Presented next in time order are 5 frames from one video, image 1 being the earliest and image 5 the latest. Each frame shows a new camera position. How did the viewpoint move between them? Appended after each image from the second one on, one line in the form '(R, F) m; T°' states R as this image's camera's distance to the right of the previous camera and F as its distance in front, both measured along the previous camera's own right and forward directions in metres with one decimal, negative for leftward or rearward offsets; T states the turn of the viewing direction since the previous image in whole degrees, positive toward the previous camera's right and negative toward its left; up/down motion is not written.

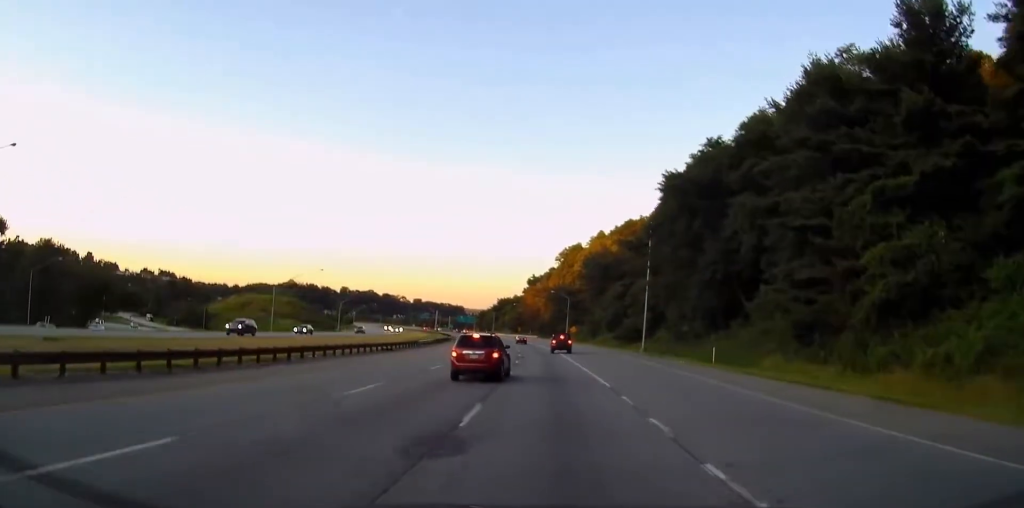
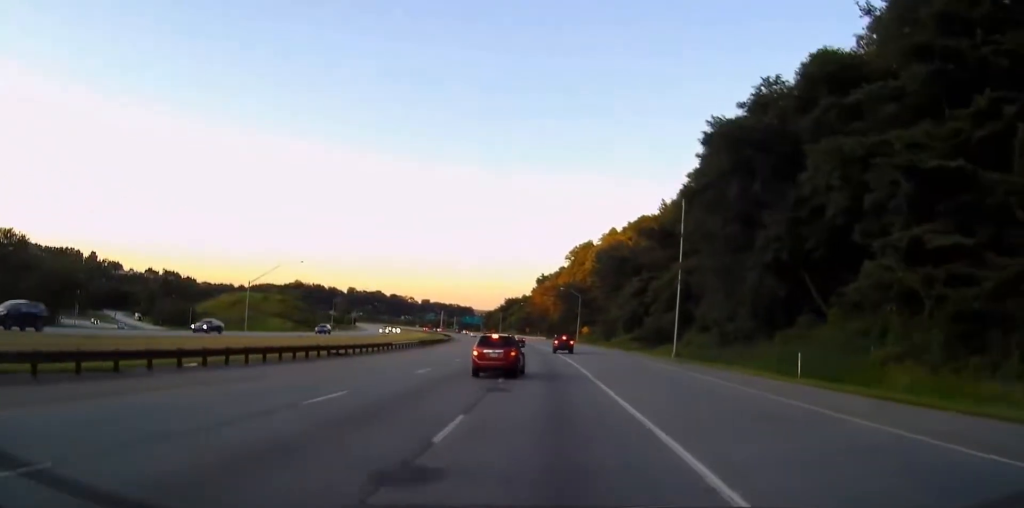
(-0.1, +14.5) m; -1°
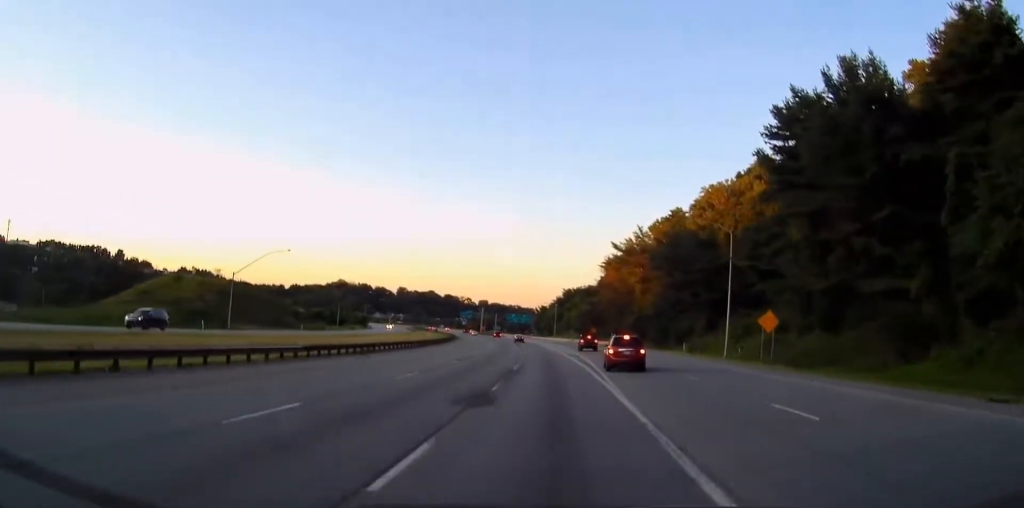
(-4.7, +88.4) m; -7°
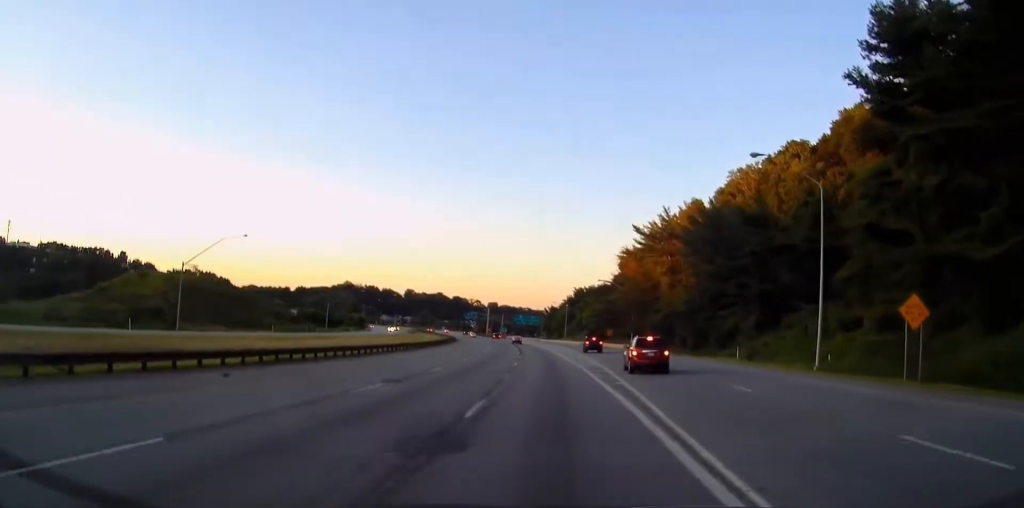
(-0.3, +17.8) m; -1°
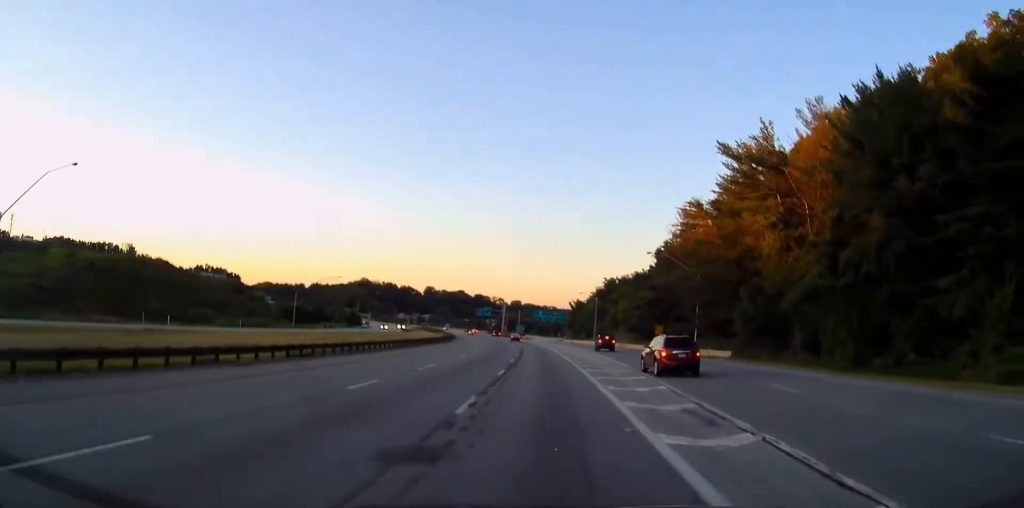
(-0.6, +37.4) m; -2°
